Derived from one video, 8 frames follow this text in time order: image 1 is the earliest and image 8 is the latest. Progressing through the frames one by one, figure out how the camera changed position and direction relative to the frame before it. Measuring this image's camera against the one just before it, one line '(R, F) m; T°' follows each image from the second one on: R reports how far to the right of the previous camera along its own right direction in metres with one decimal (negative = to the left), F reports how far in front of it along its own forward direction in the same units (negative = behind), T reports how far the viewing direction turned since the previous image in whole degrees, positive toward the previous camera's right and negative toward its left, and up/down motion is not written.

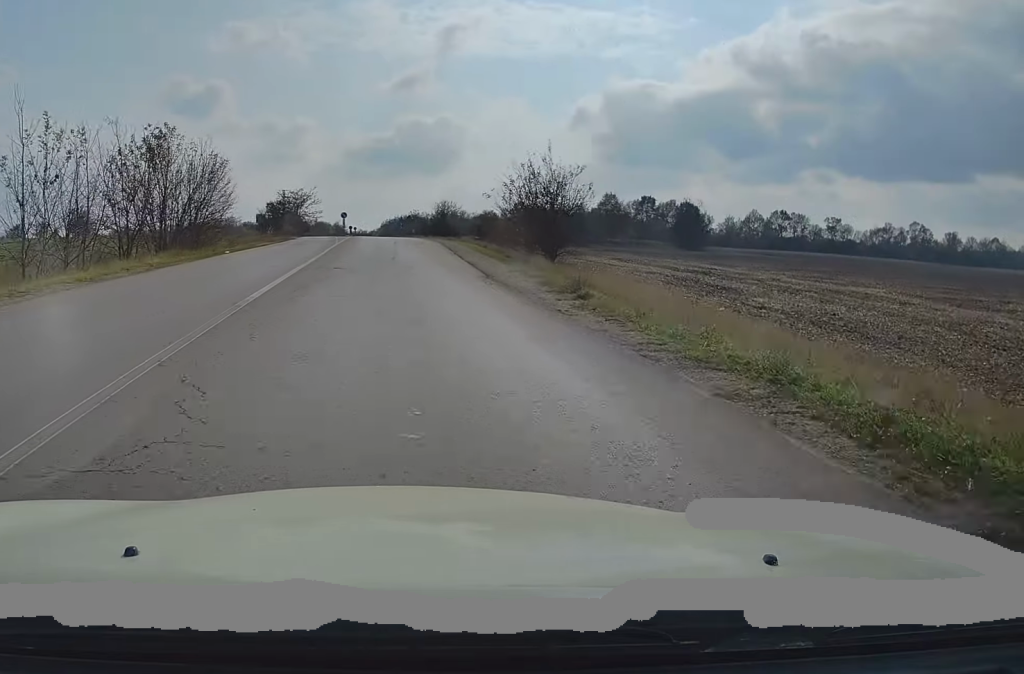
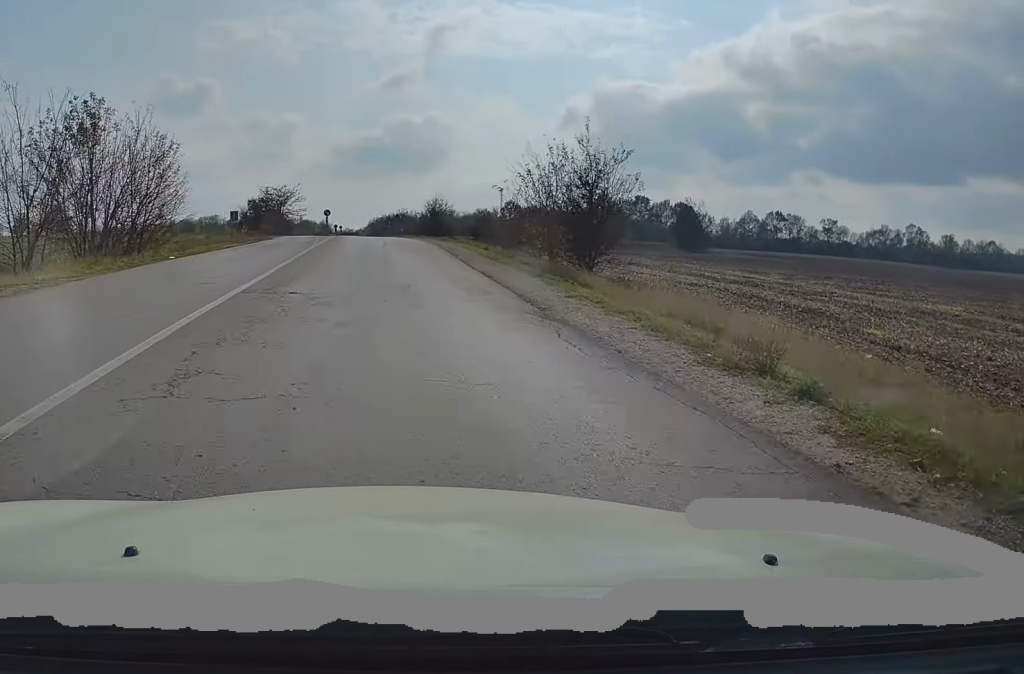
(0.0, +8.6) m; 0°
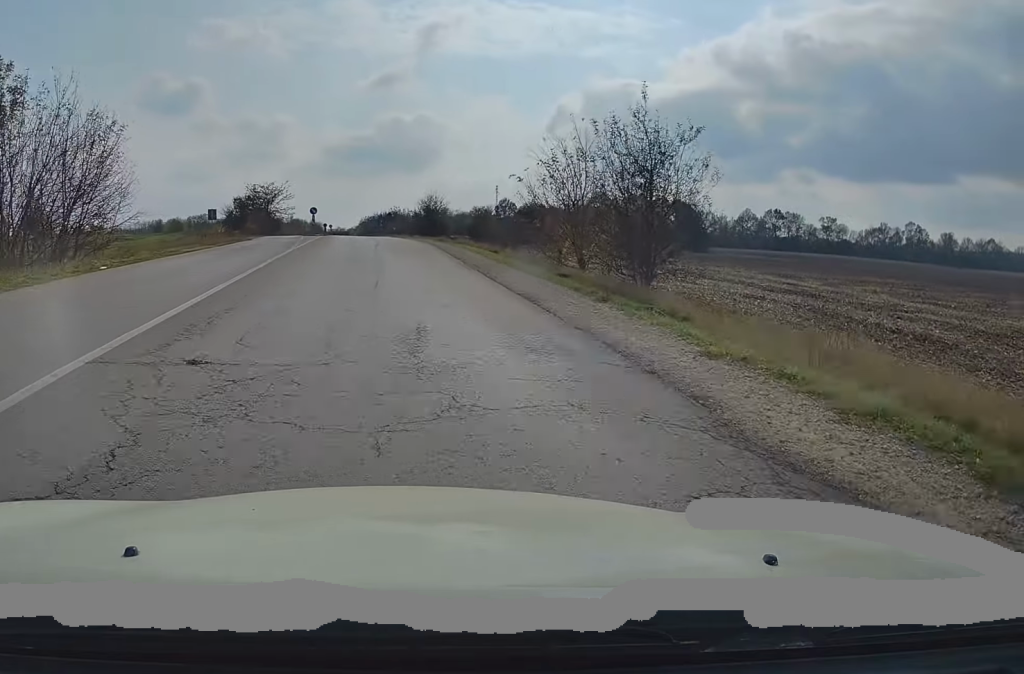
(0.0, +7.1) m; 0°
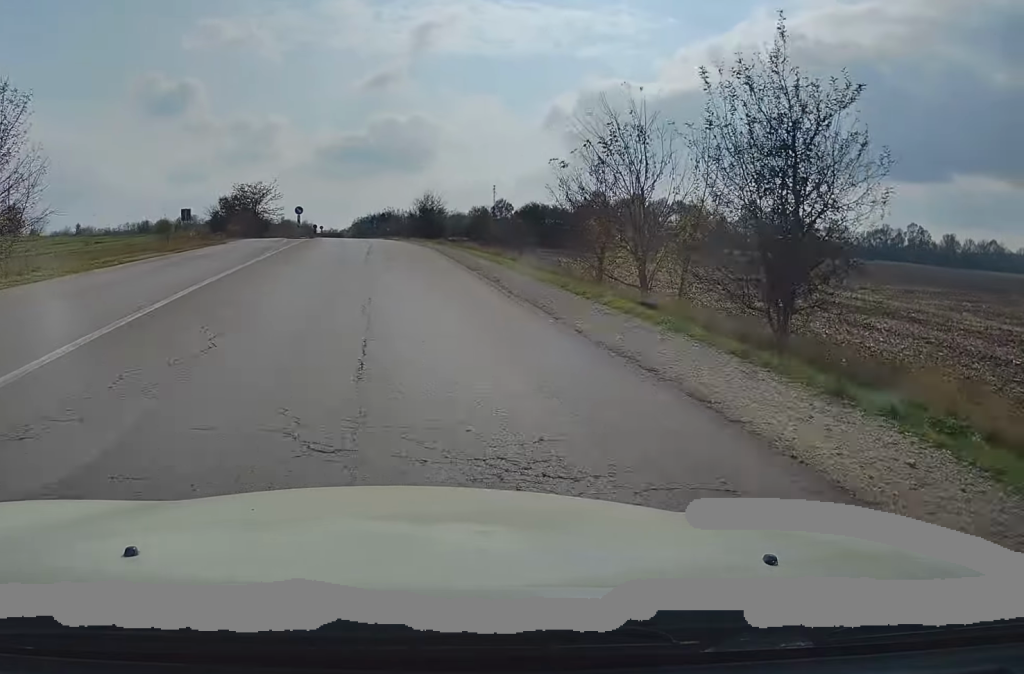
(0.0, +8.1) m; 0°
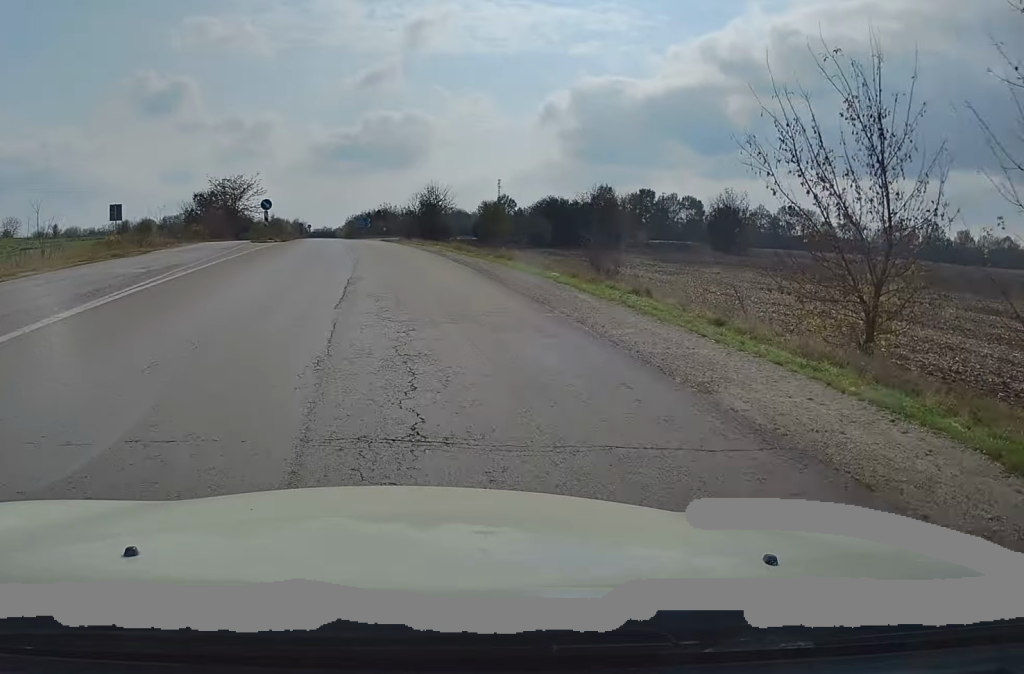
(+0.2, +17.7) m; +1°
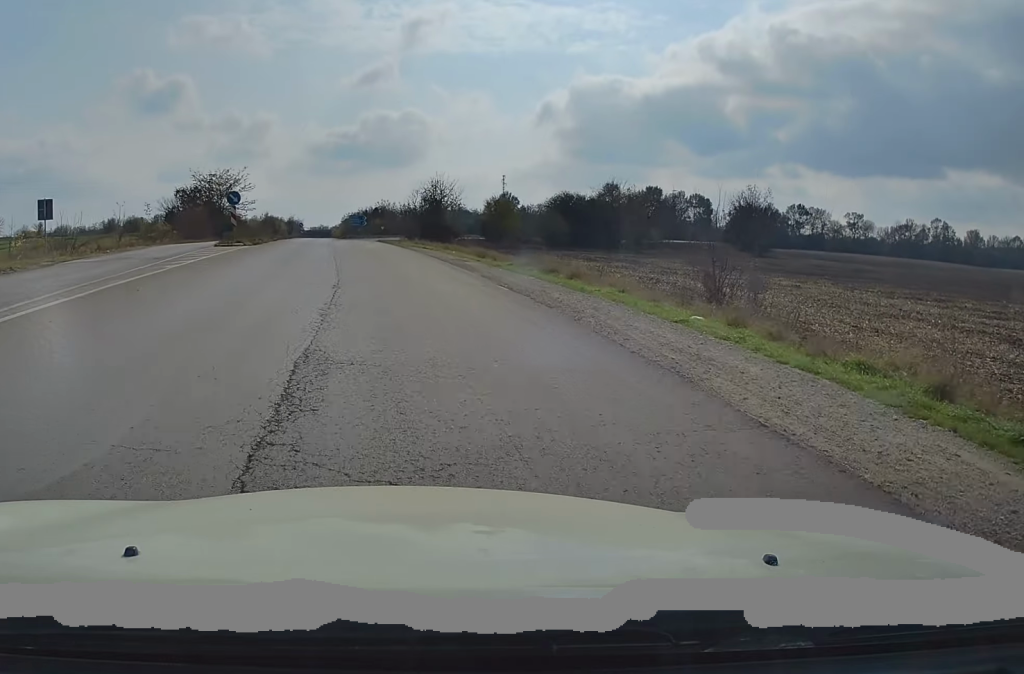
(+0.1, +11.1) m; 0°
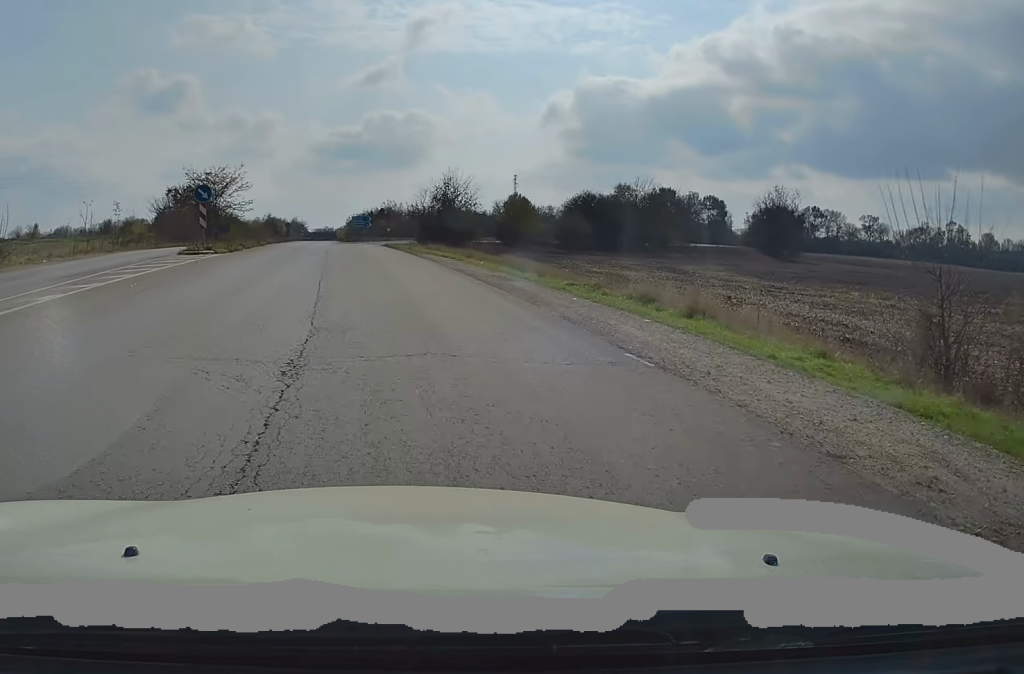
(0.0, +8.5) m; -1°
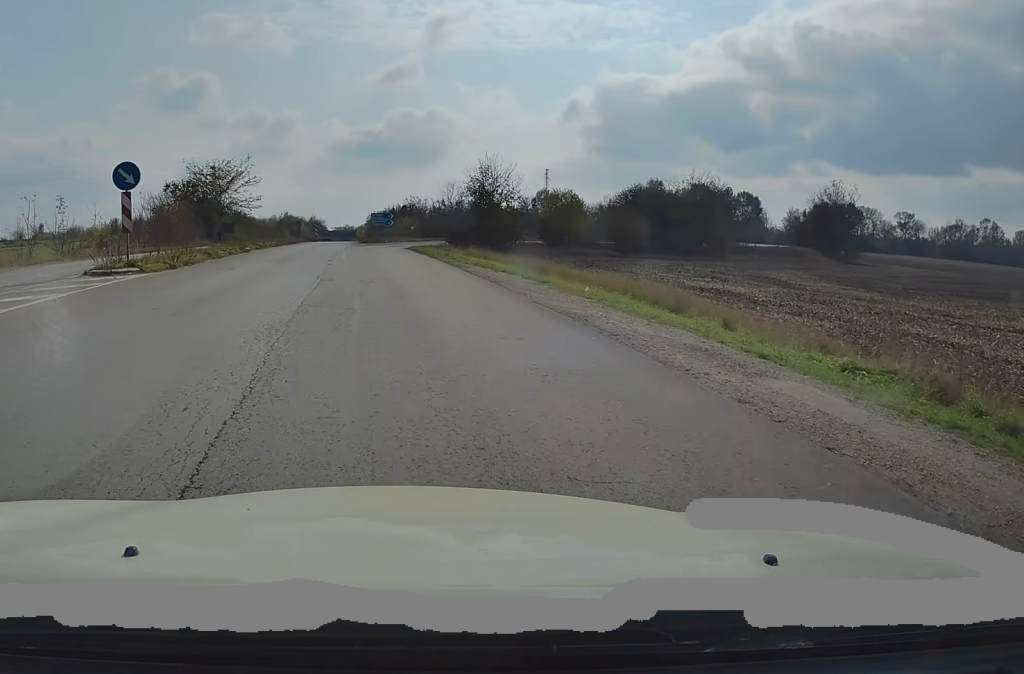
(-0.2, +12.5) m; -1°
